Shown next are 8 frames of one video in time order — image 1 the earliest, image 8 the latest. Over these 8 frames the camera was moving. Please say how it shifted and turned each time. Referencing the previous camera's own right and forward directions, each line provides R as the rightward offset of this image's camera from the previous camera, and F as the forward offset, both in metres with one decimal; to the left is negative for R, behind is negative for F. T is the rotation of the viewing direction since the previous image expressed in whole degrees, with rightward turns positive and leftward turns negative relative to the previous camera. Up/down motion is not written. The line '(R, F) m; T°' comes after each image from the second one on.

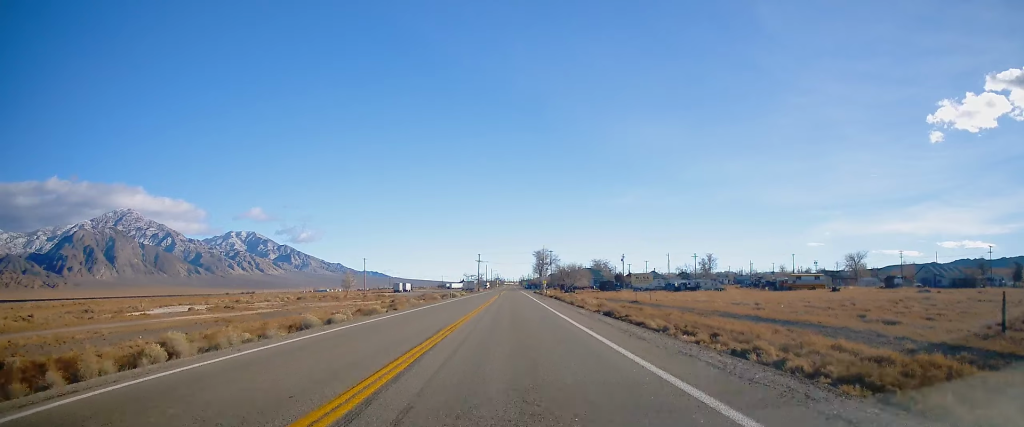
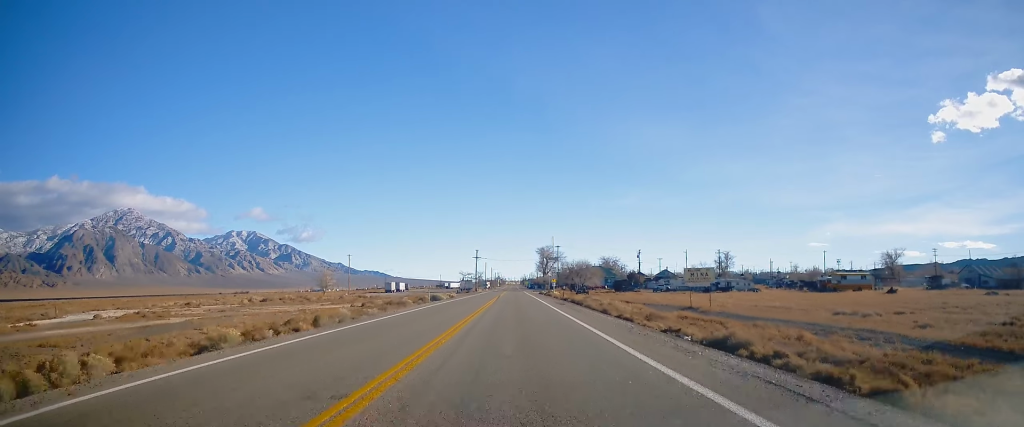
(-0.3, +19.9) m; 0°
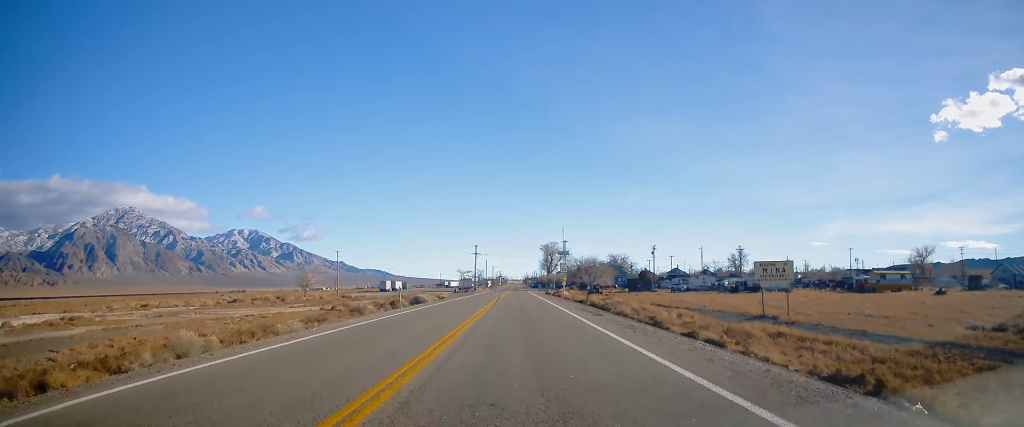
(+0.1, +13.5) m; 0°
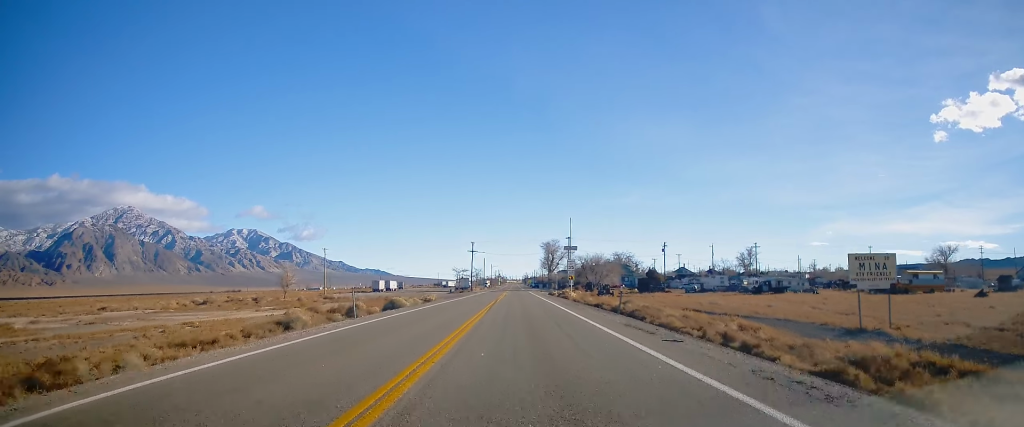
(0.0, +10.4) m; 0°
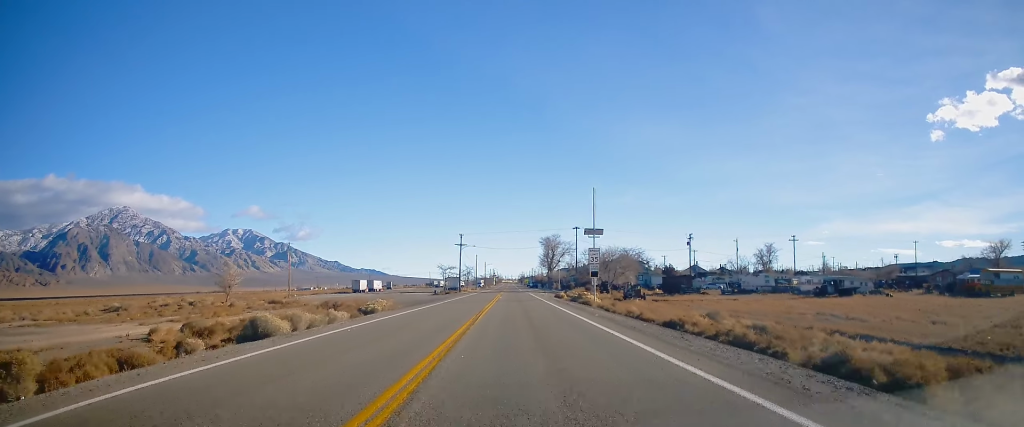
(-0.1, +21.2) m; -1°
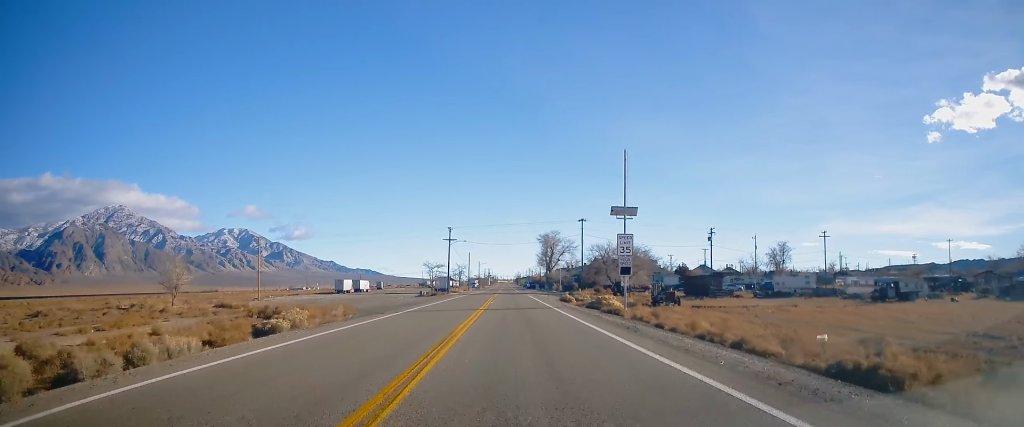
(-0.1, +14.0) m; -1°
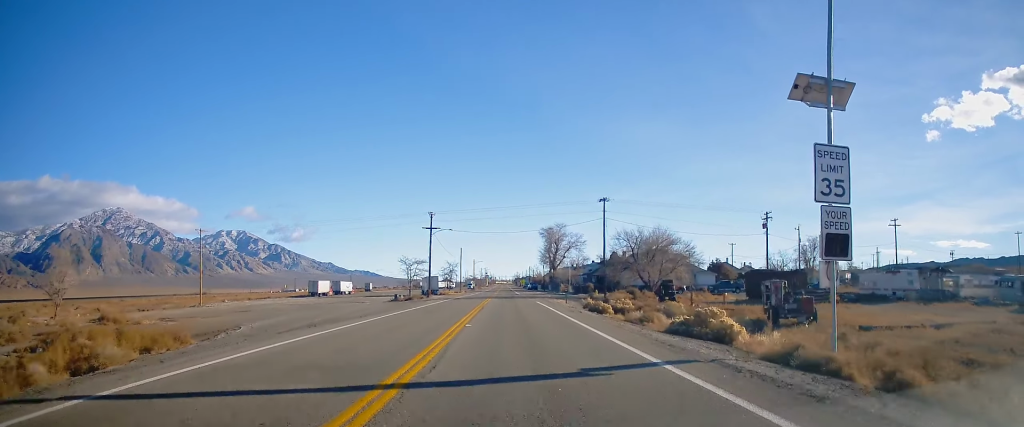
(+0.2, +22.1) m; +2°
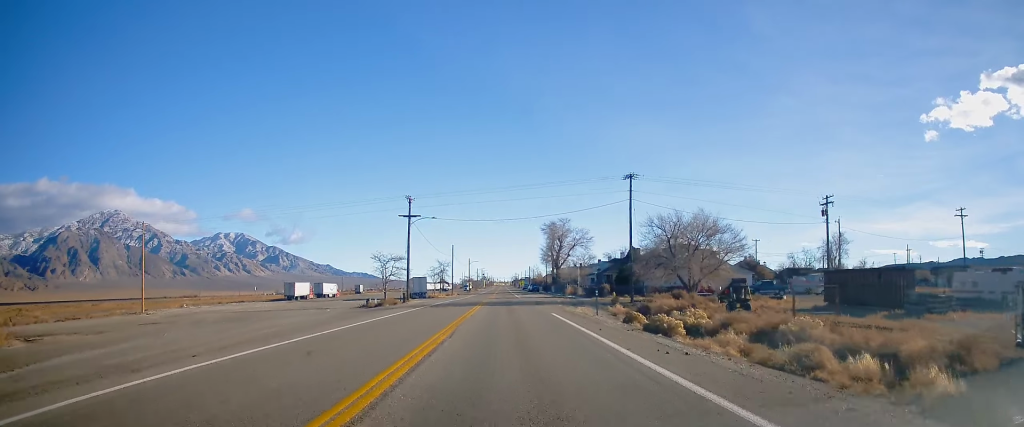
(+0.3, +15.9) m; 0°
